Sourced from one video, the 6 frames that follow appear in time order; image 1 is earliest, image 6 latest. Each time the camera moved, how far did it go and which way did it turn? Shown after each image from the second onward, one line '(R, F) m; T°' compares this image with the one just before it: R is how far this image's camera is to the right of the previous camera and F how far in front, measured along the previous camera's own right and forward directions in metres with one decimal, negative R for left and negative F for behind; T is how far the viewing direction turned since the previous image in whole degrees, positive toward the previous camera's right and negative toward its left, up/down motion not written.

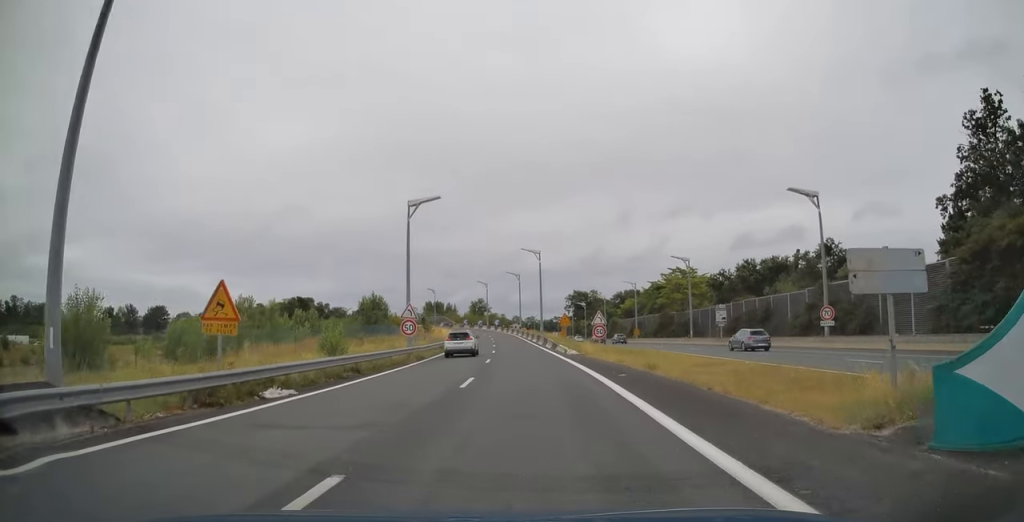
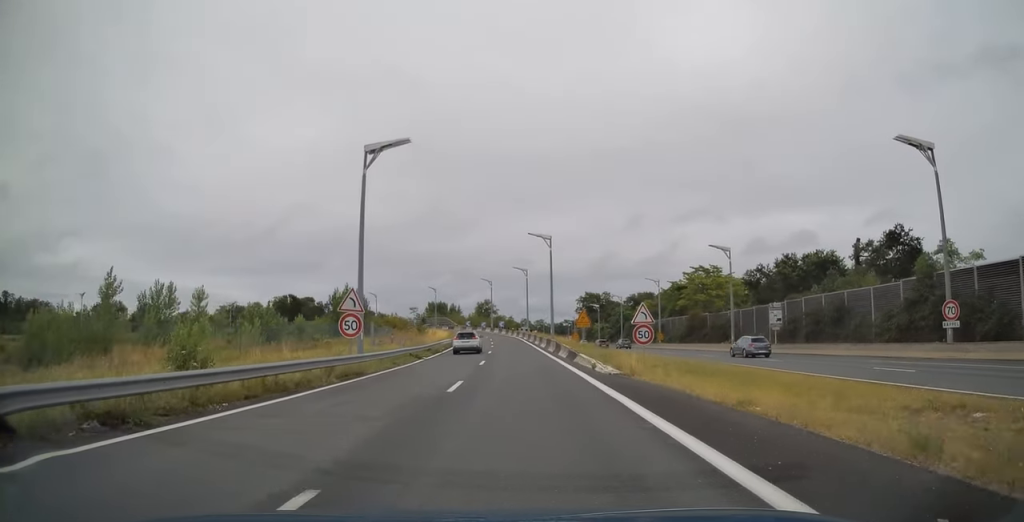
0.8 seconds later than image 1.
(+0.1, +14.7) m; 0°
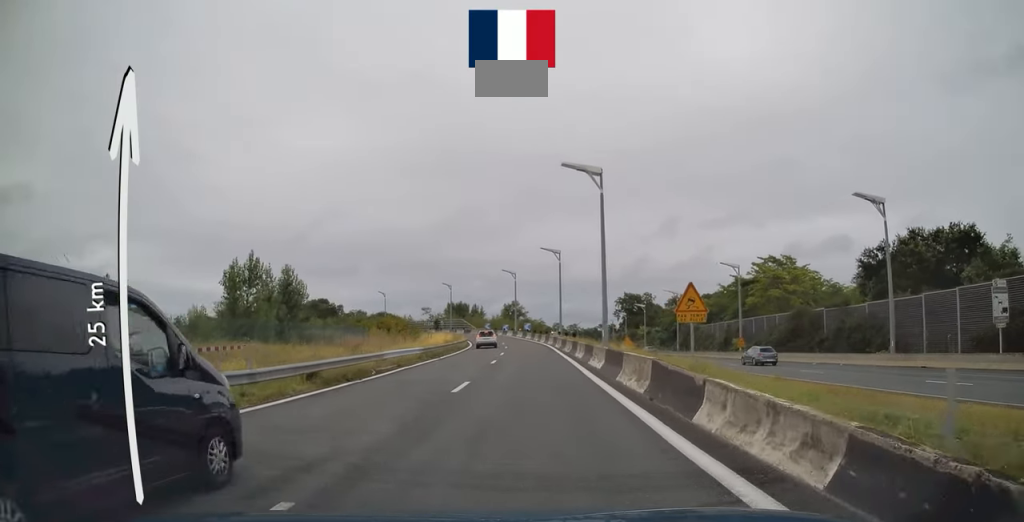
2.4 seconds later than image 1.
(-0.9, +27.7) m; -3°
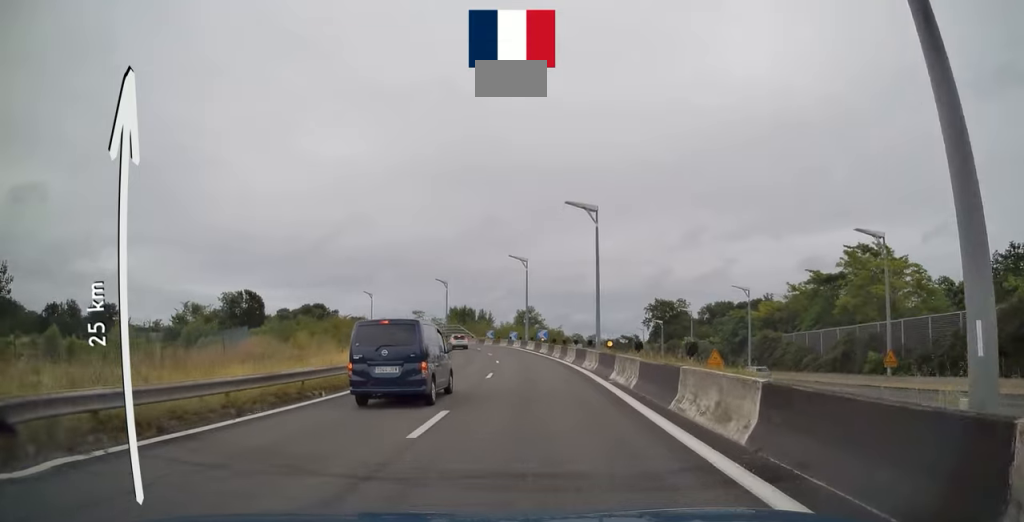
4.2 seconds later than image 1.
(-0.7, +30.1) m; -2°
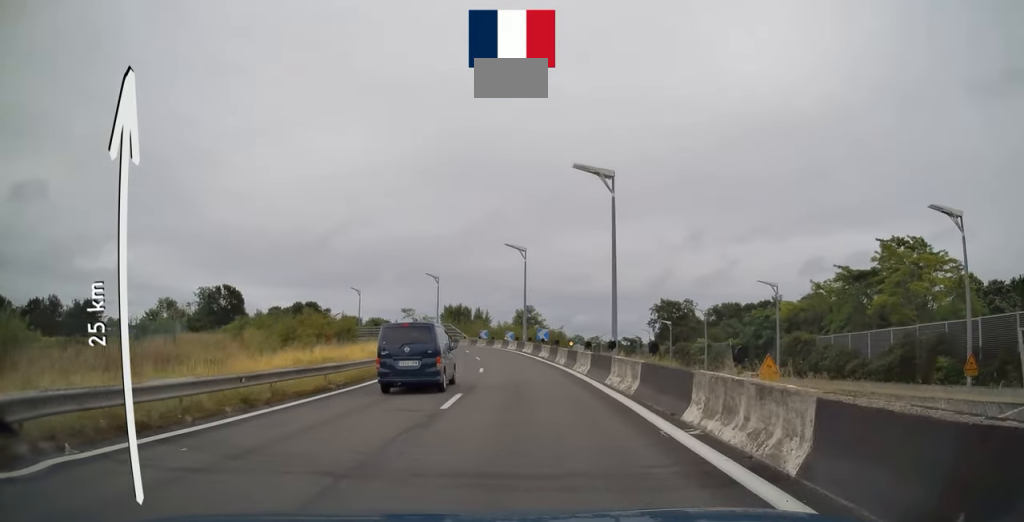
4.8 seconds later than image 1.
(-0.1, +9.8) m; -1°
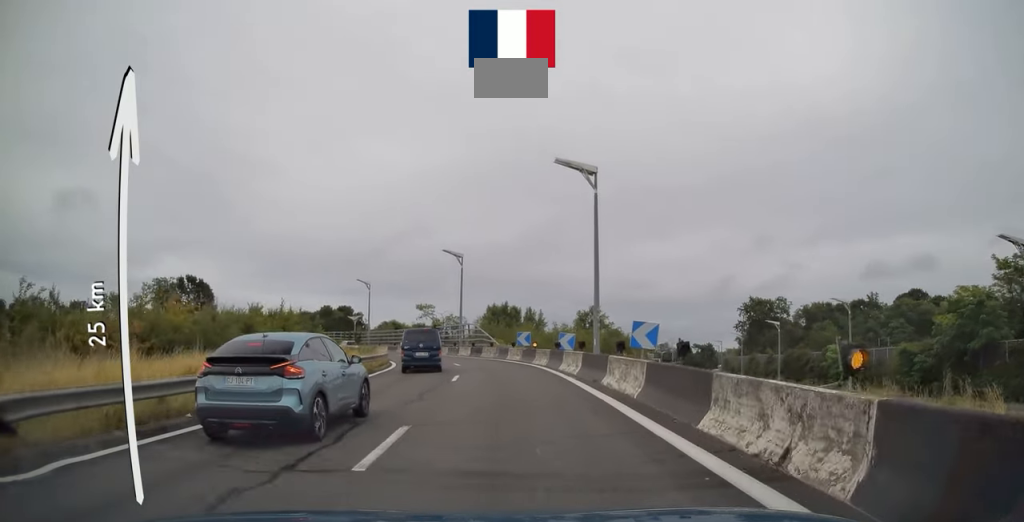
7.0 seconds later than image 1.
(-1.2, +33.2) m; -3°
